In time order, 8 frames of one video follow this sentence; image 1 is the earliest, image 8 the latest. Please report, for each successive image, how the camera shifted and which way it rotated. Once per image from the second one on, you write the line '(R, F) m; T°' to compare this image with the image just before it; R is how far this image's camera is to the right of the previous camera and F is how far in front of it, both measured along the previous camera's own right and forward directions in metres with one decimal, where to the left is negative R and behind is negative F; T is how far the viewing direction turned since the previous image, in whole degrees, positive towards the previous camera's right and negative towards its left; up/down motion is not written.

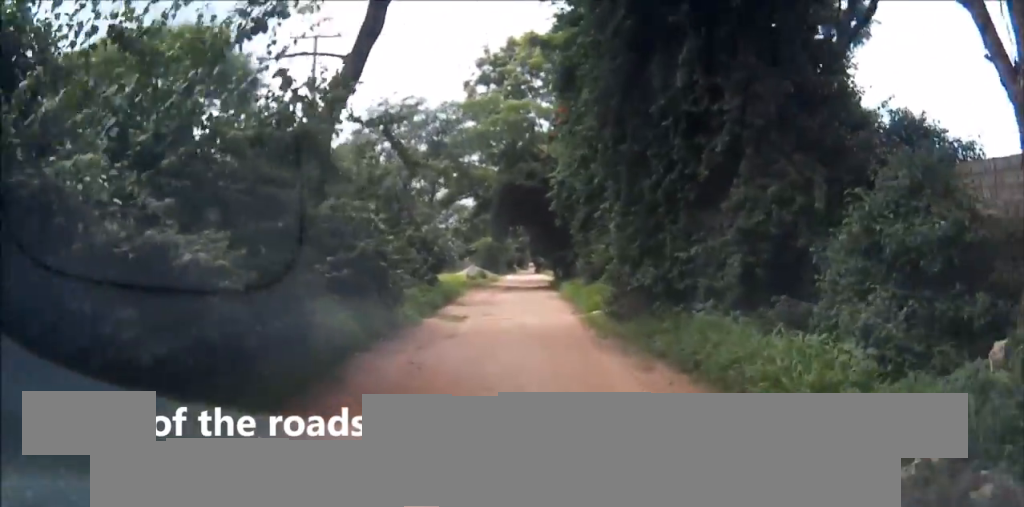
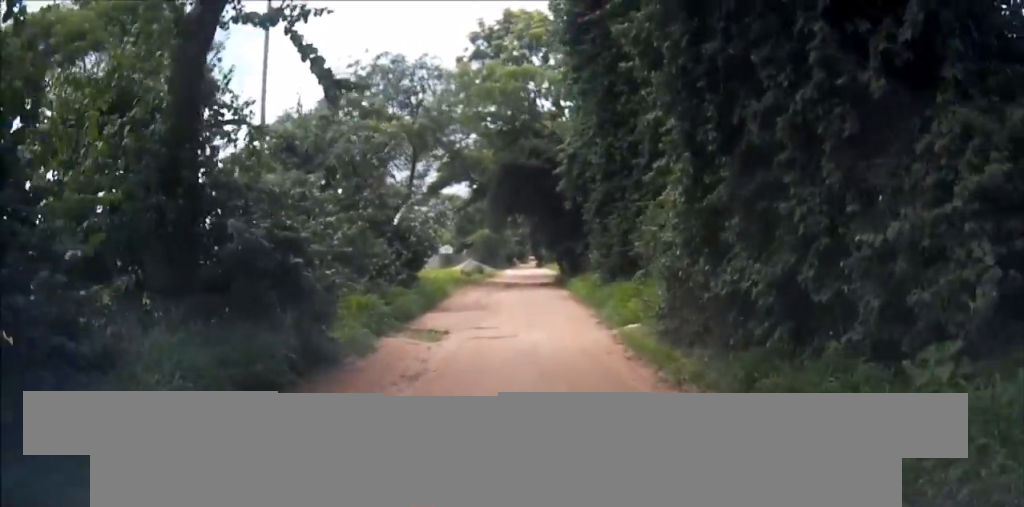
(0.0, +5.8) m; 0°
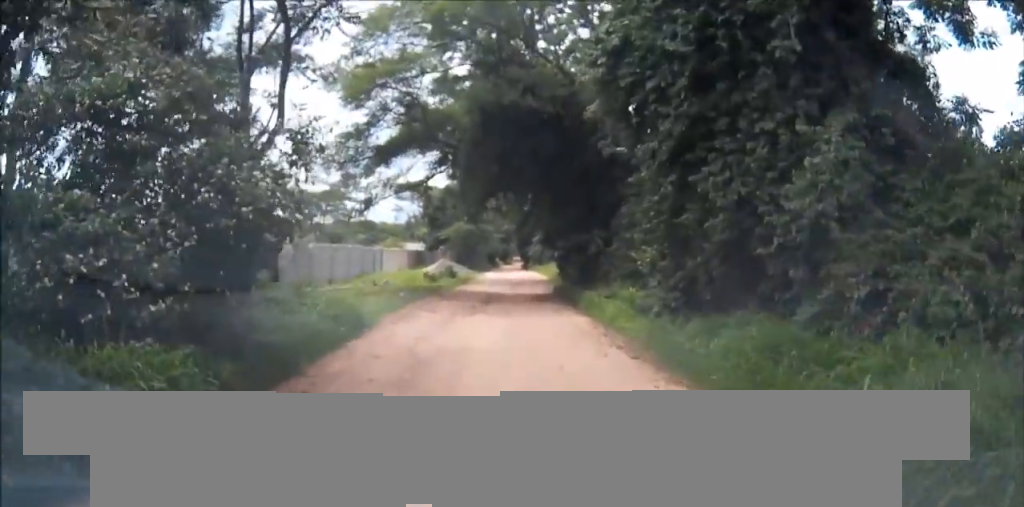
(+0.2, +12.2) m; +1°
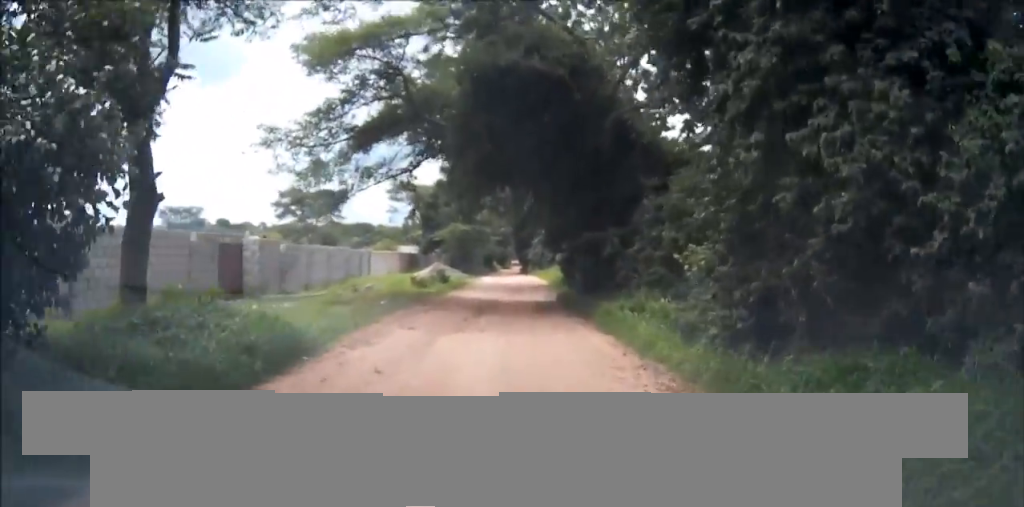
(+0.1, +3.8) m; 0°
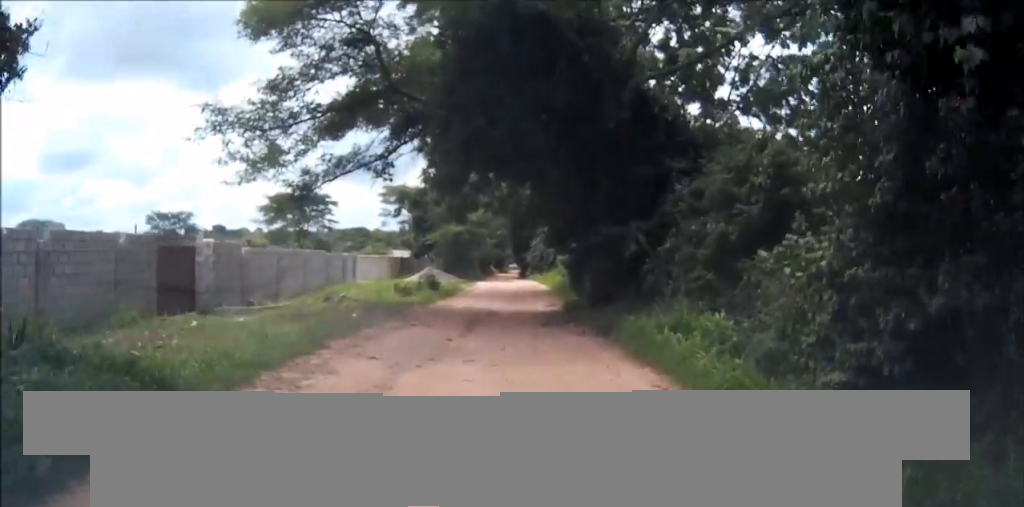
(0.0, +3.8) m; -1°
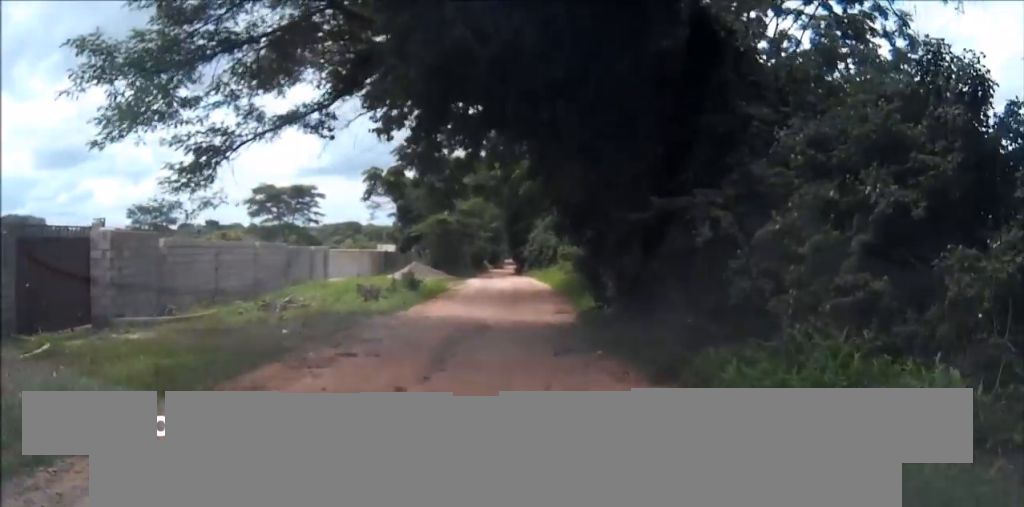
(-0.1, +5.7) m; -2°
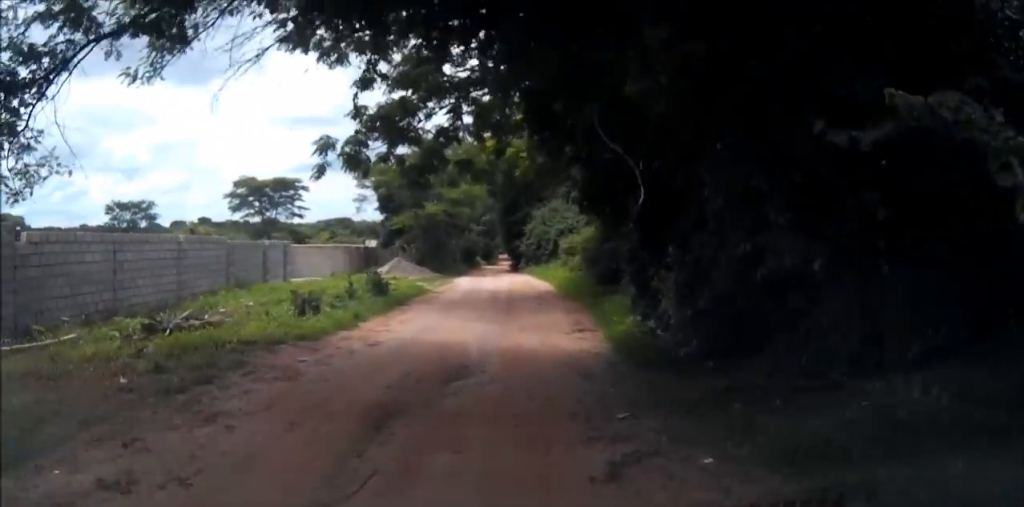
(-0.1, +5.8) m; -3°
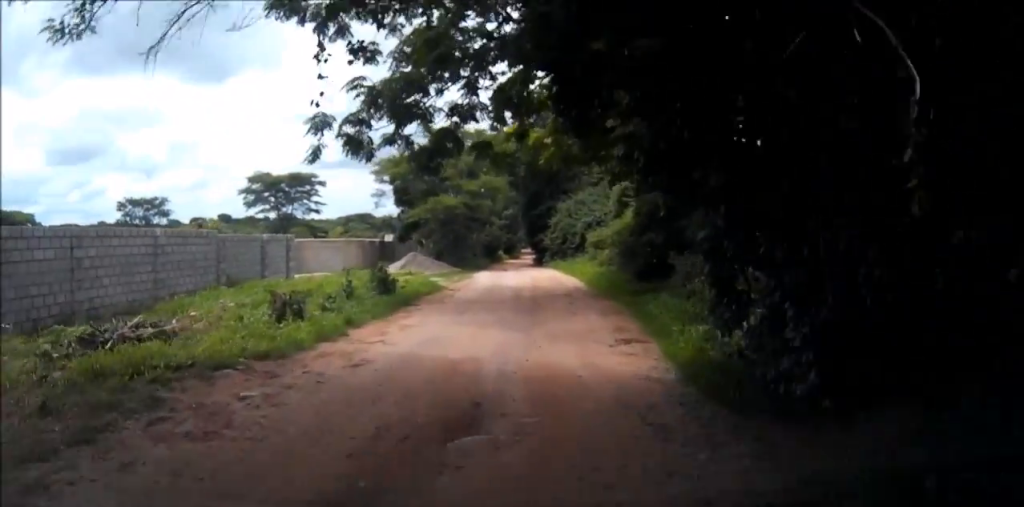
(+0.1, +2.7) m; -2°
